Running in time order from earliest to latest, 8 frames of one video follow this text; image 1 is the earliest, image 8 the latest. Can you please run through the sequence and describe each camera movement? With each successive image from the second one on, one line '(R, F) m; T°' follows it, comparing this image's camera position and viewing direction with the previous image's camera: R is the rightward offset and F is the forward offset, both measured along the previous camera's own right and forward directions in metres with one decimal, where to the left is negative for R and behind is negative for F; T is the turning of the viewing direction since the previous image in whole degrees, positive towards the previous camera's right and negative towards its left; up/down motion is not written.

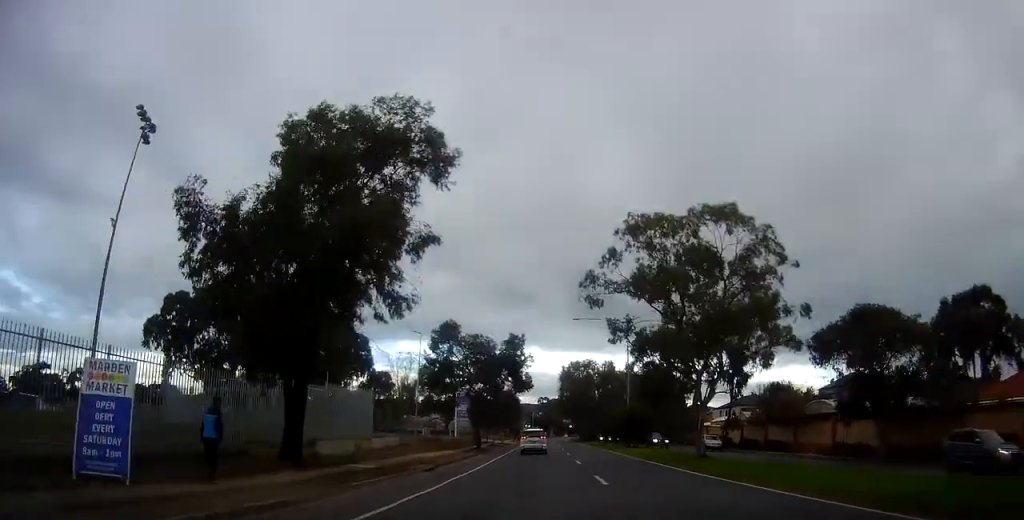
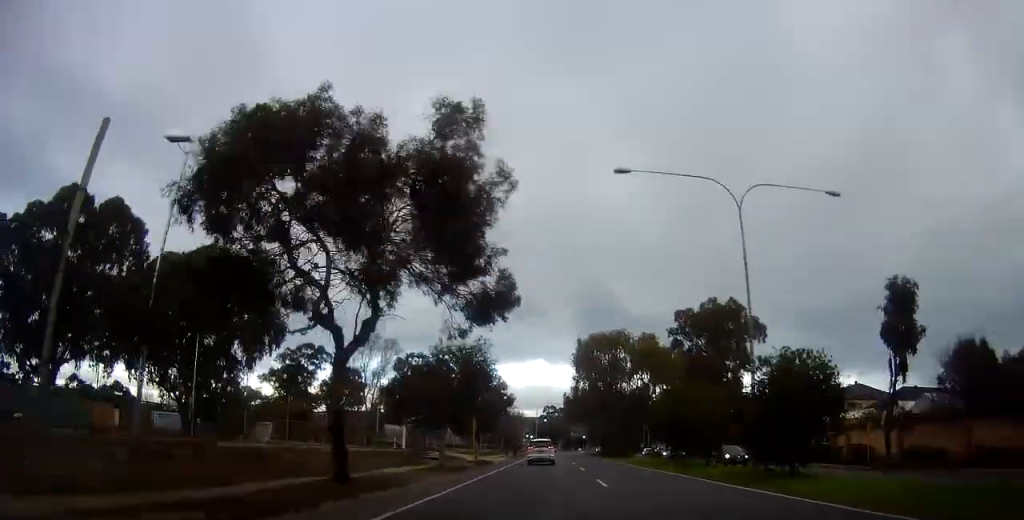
(+0.3, +33.5) m; -1°
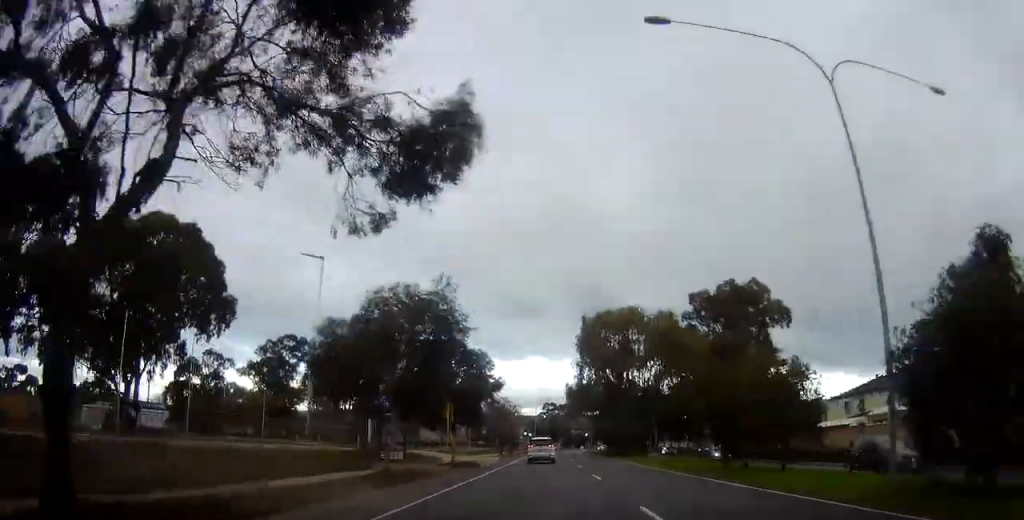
(-0.2, +10.1) m; -1°
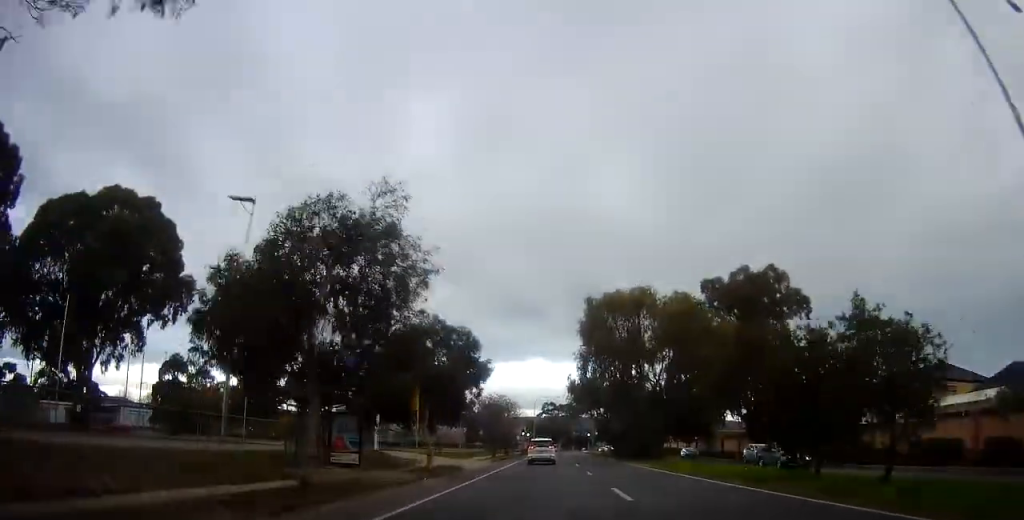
(0.0, +6.7) m; 0°
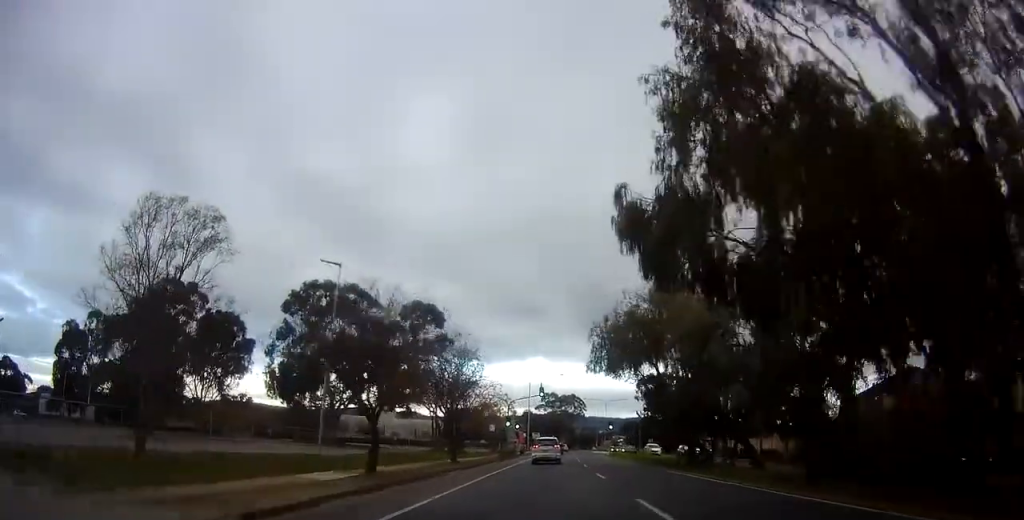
(-0.5, +38.6) m; 0°
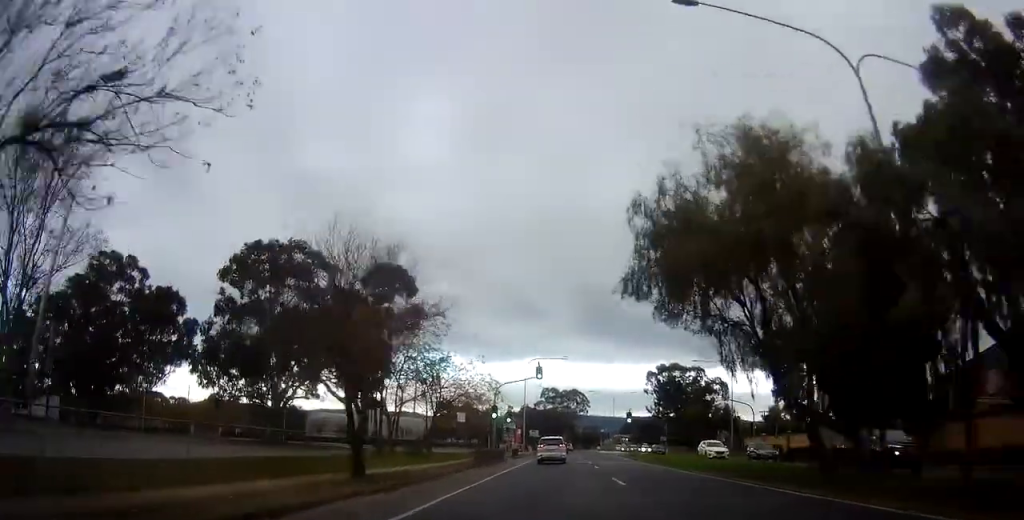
(+0.6, +16.1) m; +2°
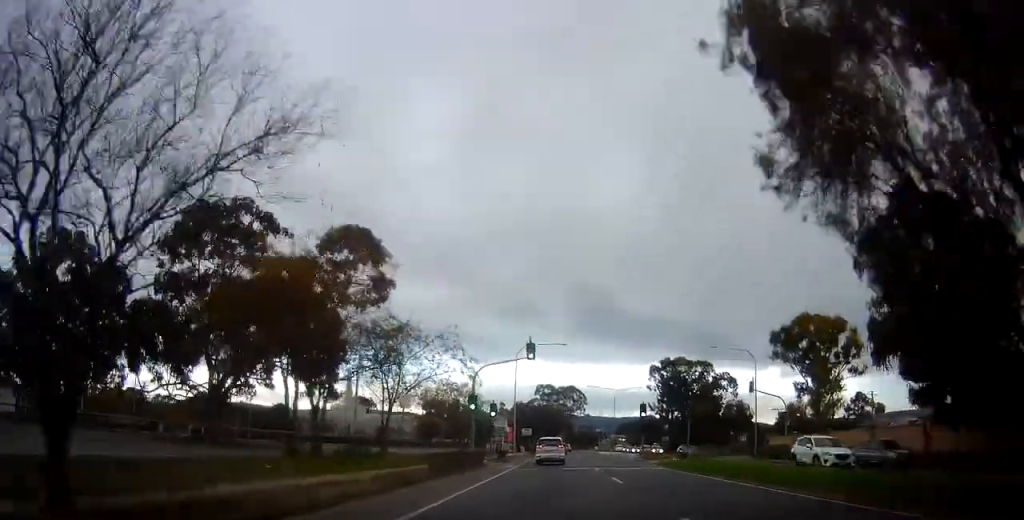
(+0.1, +10.9) m; 0°
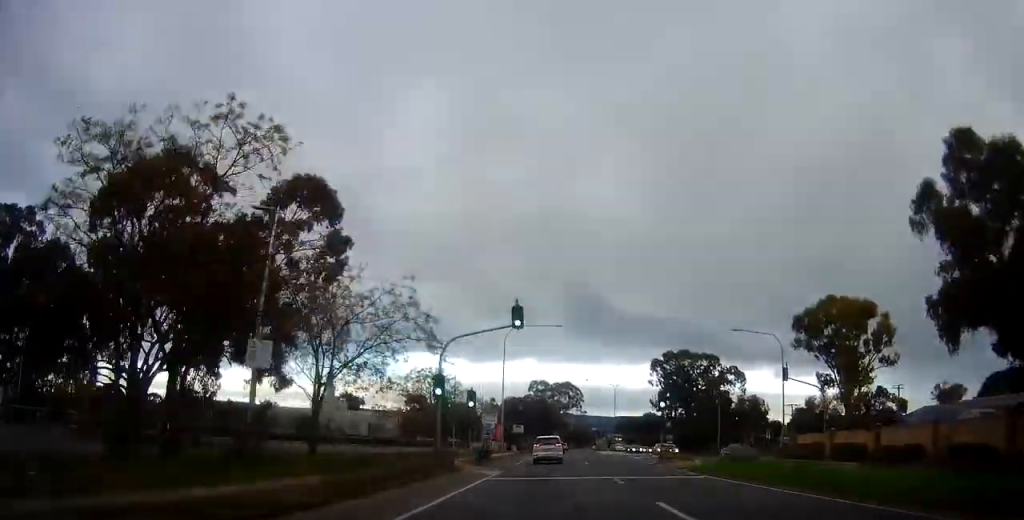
(-0.3, +9.7) m; -1°
